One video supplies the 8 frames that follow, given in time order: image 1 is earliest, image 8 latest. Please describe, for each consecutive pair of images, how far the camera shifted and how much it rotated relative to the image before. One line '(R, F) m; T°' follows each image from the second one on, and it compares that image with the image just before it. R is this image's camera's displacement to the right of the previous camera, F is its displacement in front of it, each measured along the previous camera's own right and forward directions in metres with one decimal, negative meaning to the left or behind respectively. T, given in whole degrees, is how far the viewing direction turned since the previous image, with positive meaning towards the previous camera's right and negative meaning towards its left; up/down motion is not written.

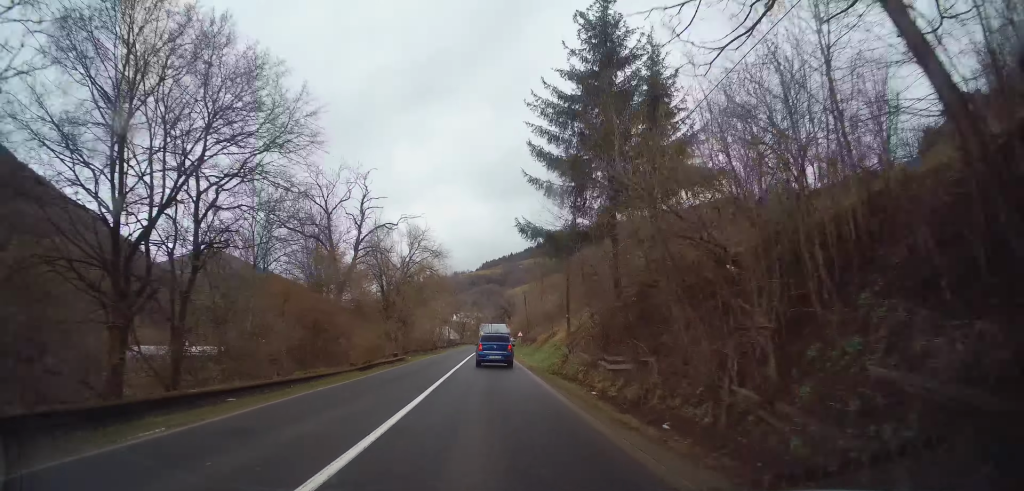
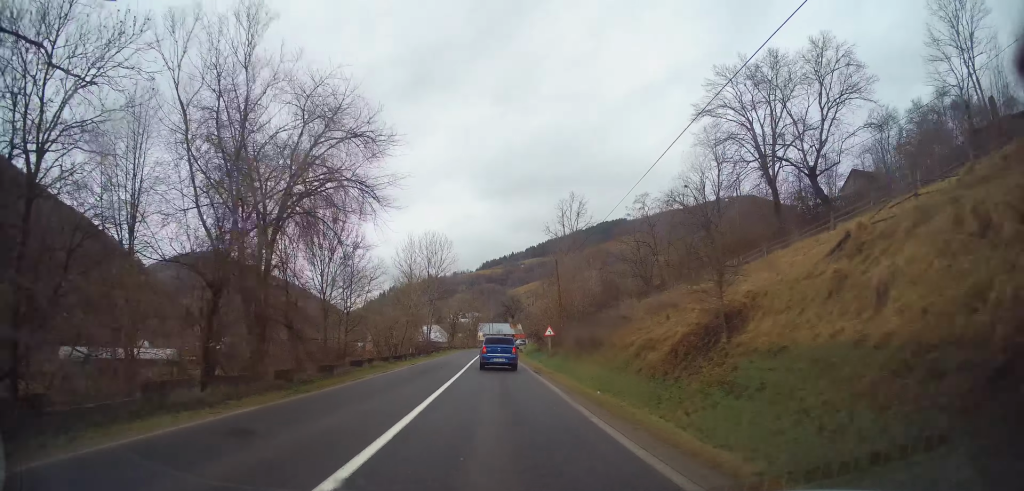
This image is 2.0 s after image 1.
(0.0, +35.0) m; 0°
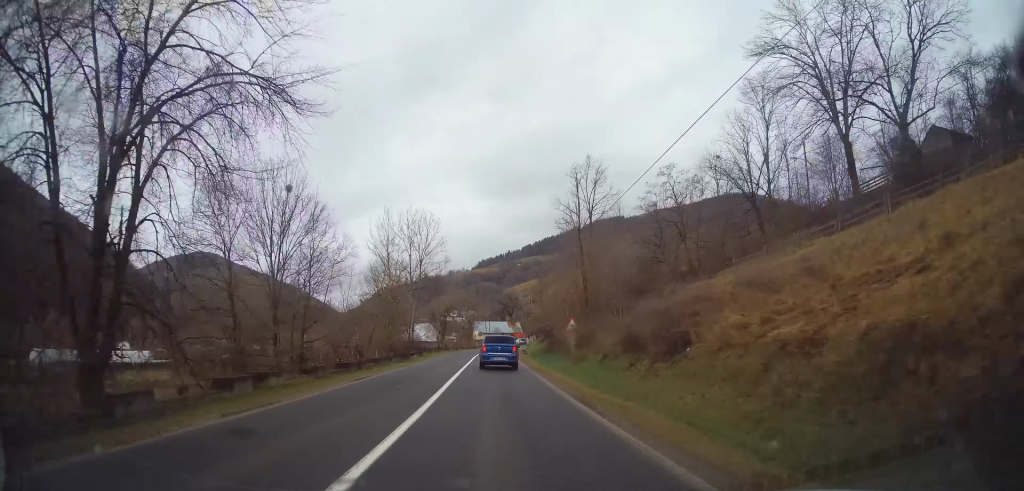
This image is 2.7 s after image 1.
(+0.2, +12.0) m; 0°
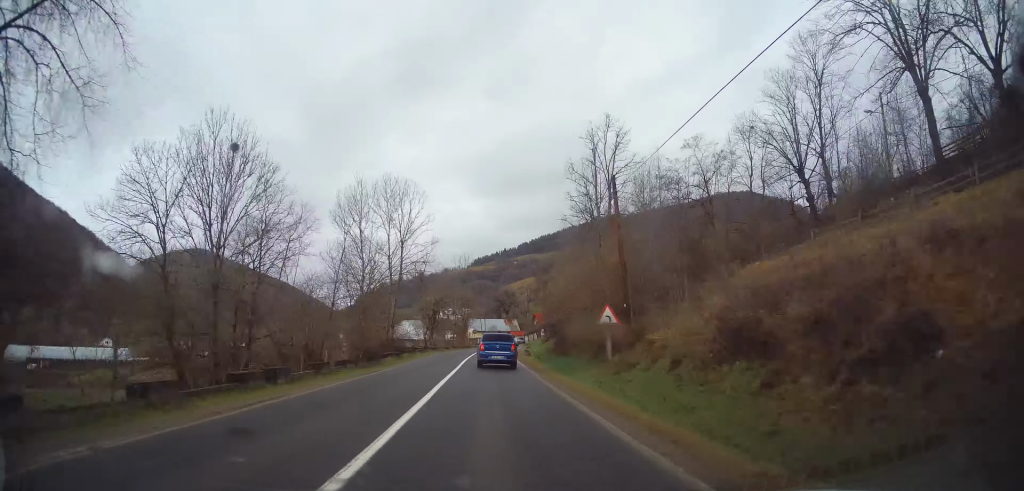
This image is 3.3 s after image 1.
(-0.3, +9.0) m; 0°
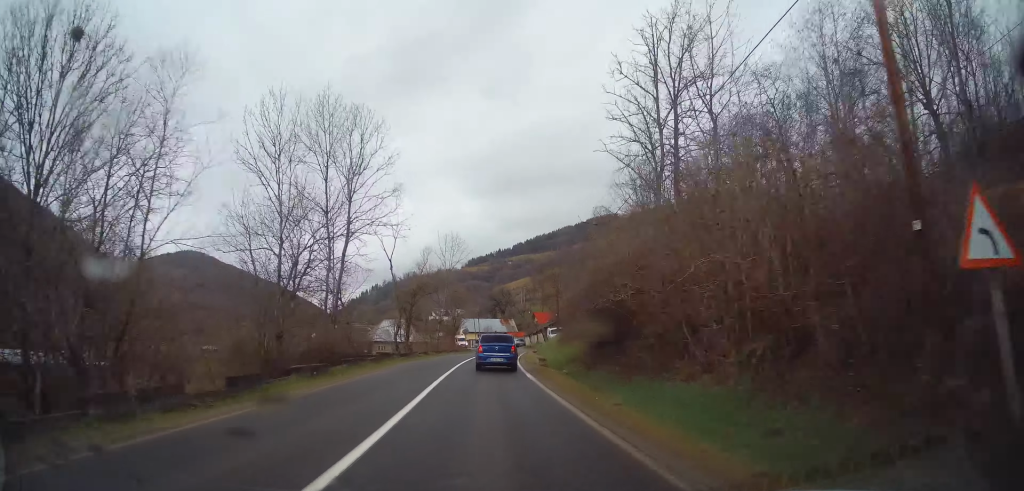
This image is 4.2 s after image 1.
(+0.2, +15.0) m; +1°
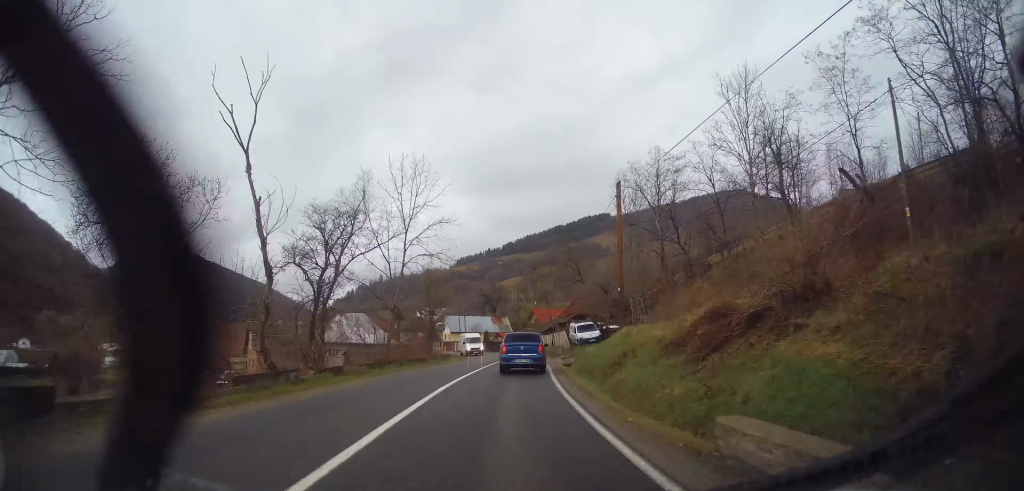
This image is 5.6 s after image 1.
(0.0, +23.4) m; +1°
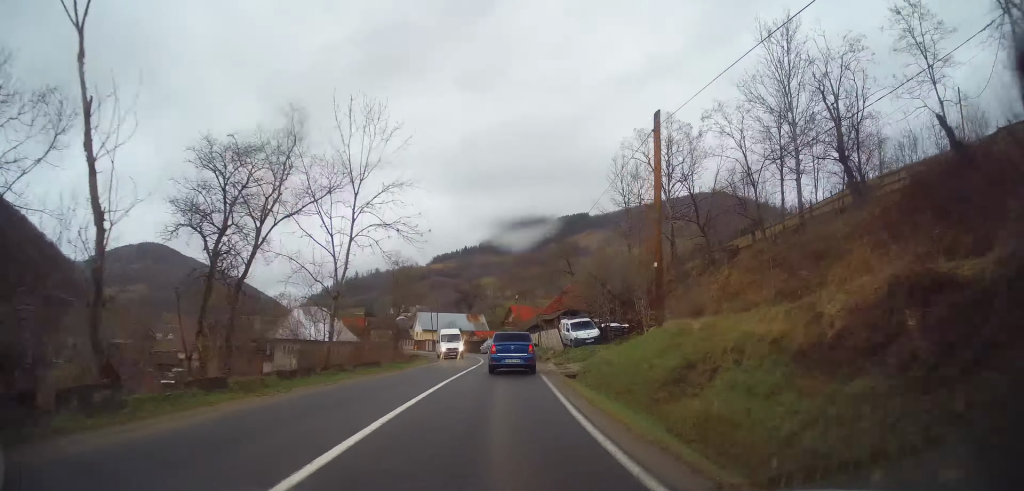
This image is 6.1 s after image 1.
(+0.1, +7.5) m; +2°
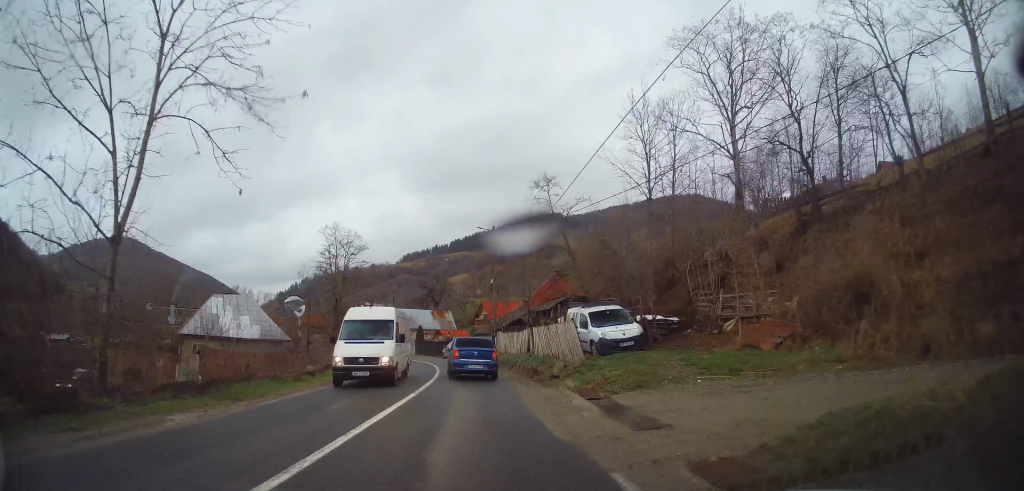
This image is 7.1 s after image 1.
(+0.5, +14.0) m; +2°
